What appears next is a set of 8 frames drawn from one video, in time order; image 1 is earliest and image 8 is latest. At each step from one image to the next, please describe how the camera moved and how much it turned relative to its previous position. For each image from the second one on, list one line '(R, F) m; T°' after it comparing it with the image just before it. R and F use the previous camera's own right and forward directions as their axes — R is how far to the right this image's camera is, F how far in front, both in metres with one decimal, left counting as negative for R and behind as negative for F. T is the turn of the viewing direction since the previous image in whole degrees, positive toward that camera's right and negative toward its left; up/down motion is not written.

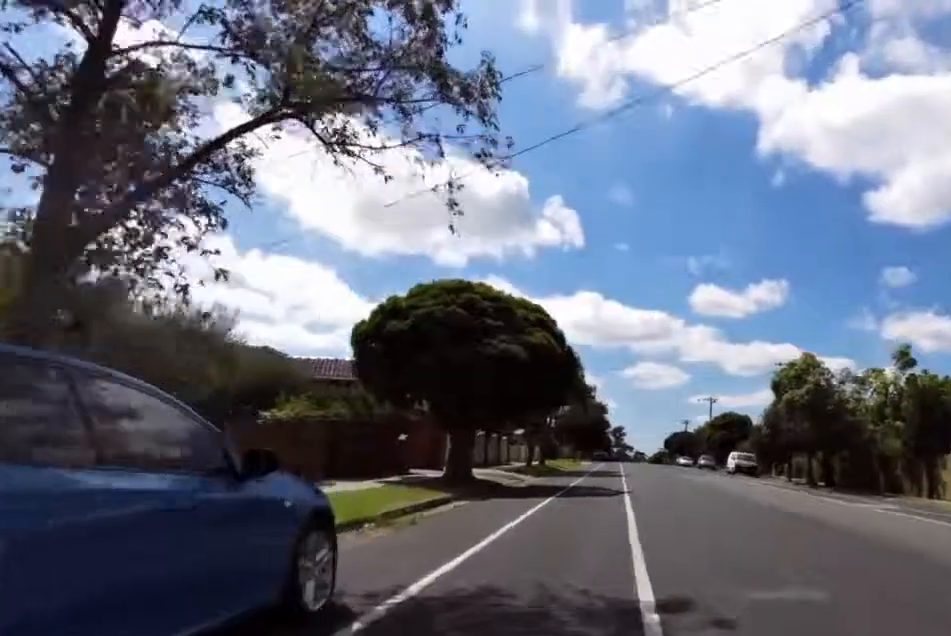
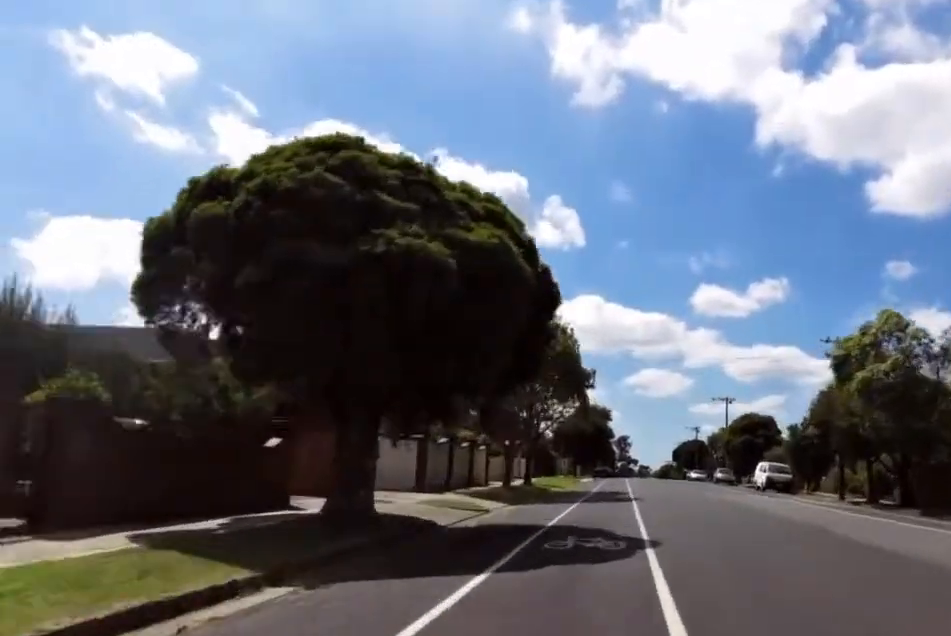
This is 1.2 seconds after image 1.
(-1.4, +9.4) m; -6°
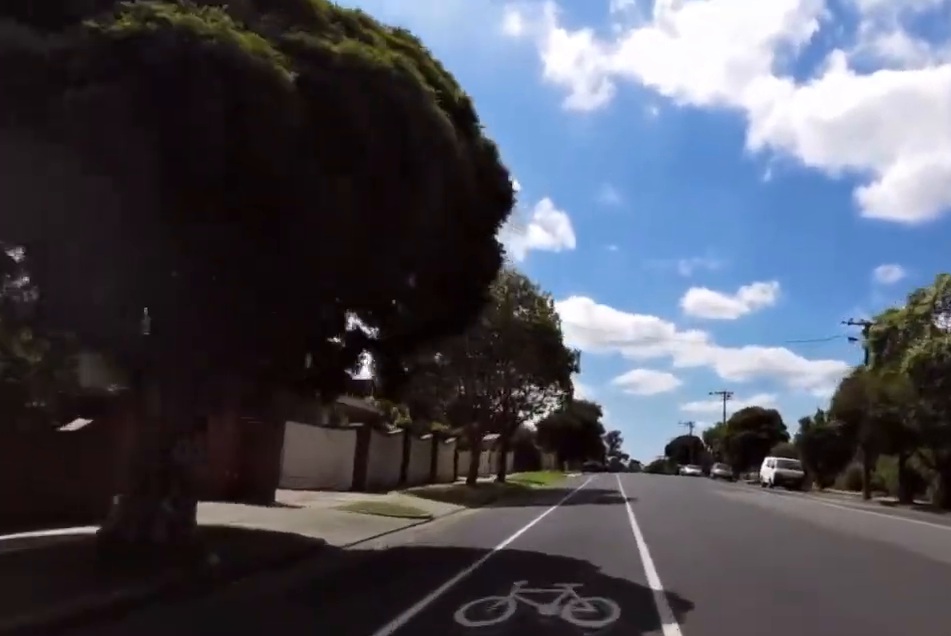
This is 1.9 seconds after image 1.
(-0.2, +5.5) m; +6°
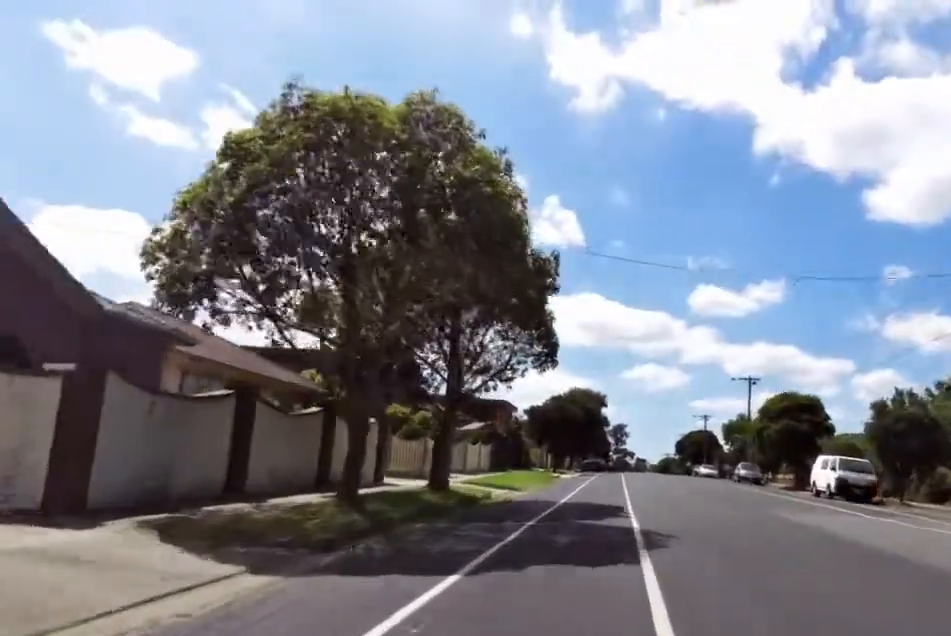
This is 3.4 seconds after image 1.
(+0.6, +10.8) m; -4°
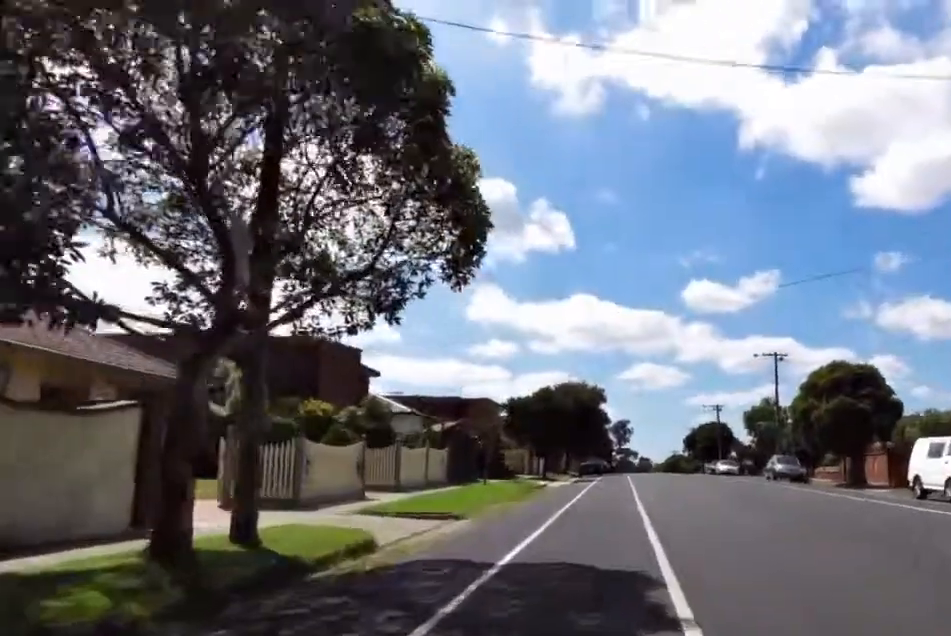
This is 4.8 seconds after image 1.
(-0.8, +11.1) m; +3°
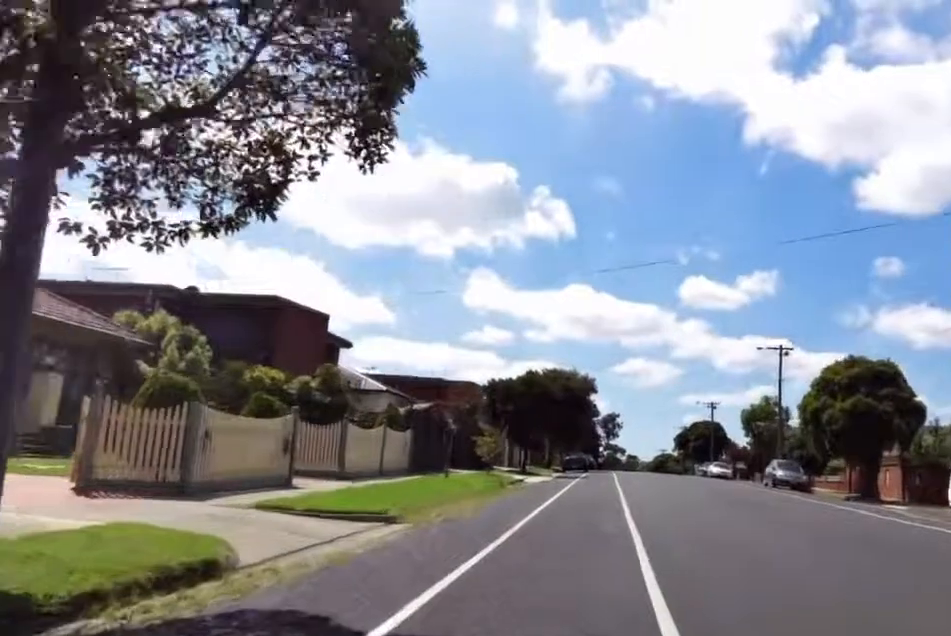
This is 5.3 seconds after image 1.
(+0.4, +3.8) m; +1°
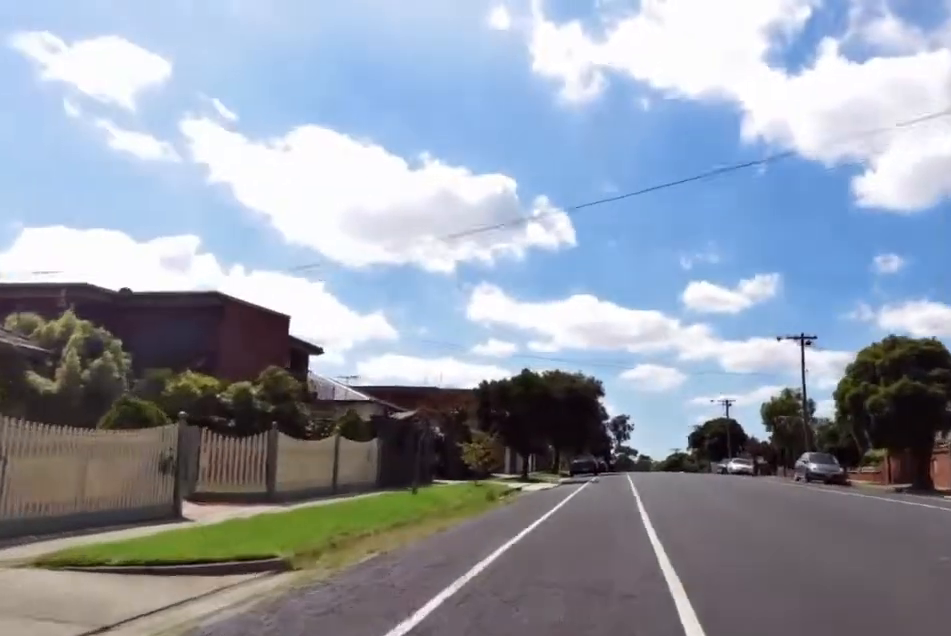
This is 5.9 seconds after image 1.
(+0.4, +4.6) m; 0°
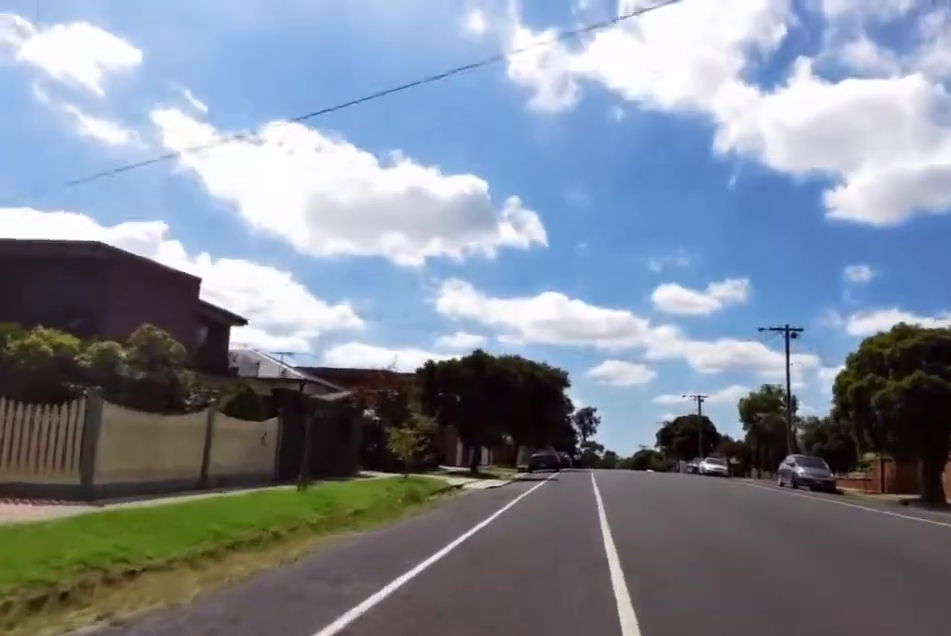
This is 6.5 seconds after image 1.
(-0.4, +4.2) m; -4°
